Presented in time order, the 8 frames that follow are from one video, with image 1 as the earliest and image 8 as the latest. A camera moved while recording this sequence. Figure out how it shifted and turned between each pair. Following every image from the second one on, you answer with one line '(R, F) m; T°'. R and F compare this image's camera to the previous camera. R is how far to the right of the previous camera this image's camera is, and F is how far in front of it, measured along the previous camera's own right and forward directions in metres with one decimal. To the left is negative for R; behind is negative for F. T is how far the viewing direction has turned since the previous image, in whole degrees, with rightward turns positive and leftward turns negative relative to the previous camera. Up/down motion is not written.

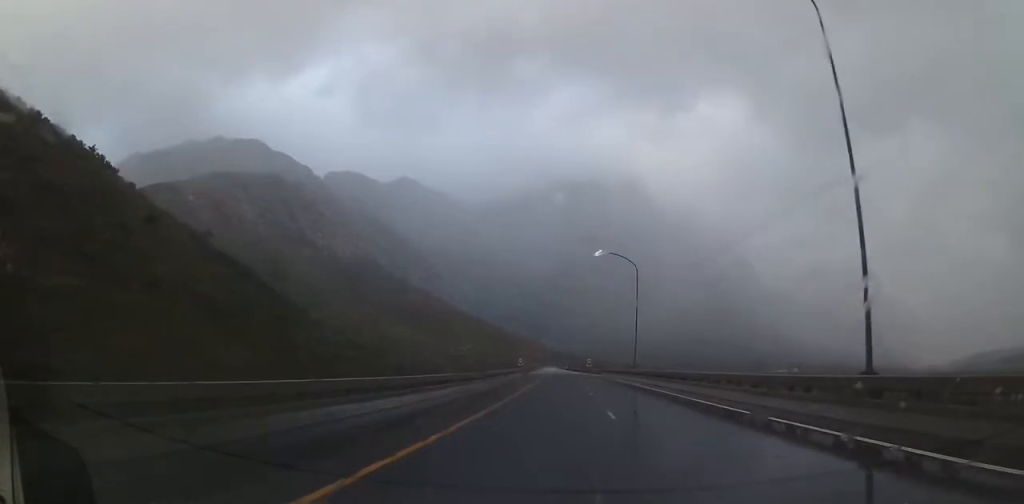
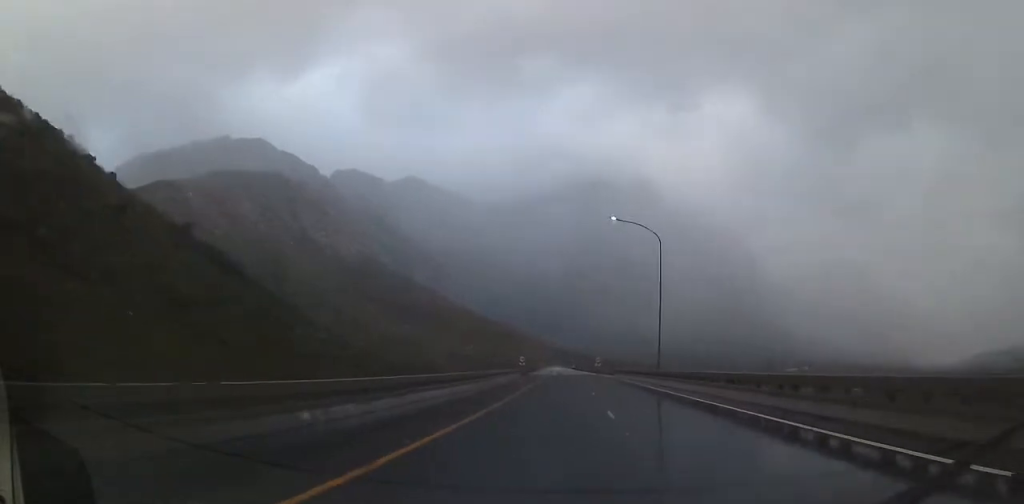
(0.0, +12.1) m; 0°
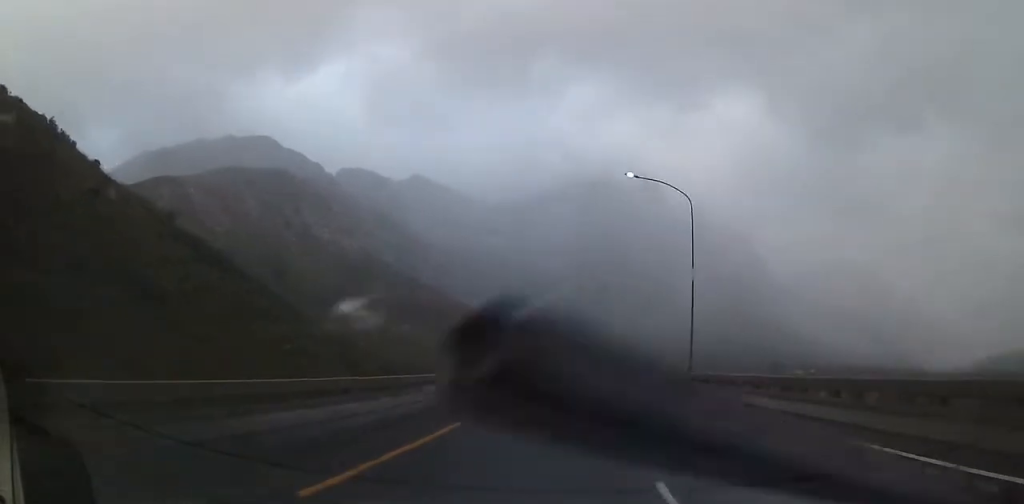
(+0.1, +10.5) m; -1°
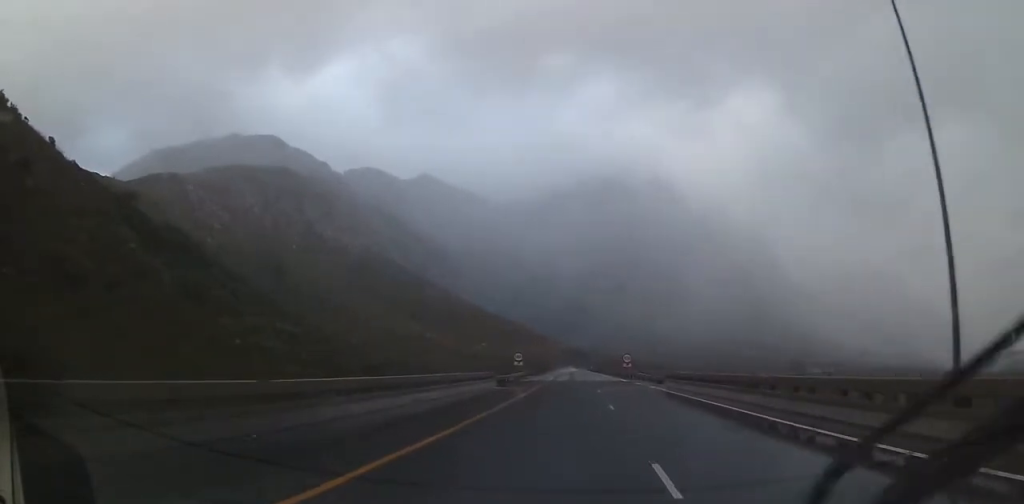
(-0.3, +22.7) m; -2°
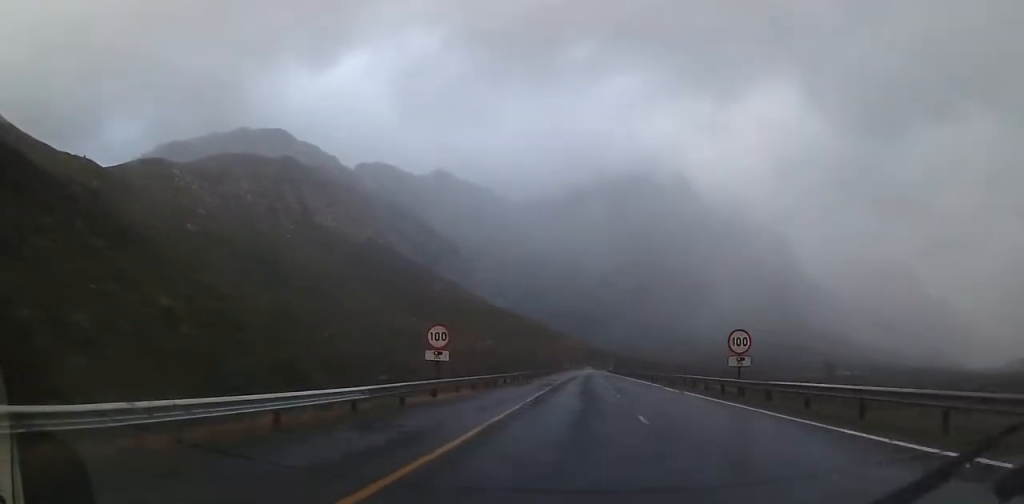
(-0.8, +48.9) m; -1°
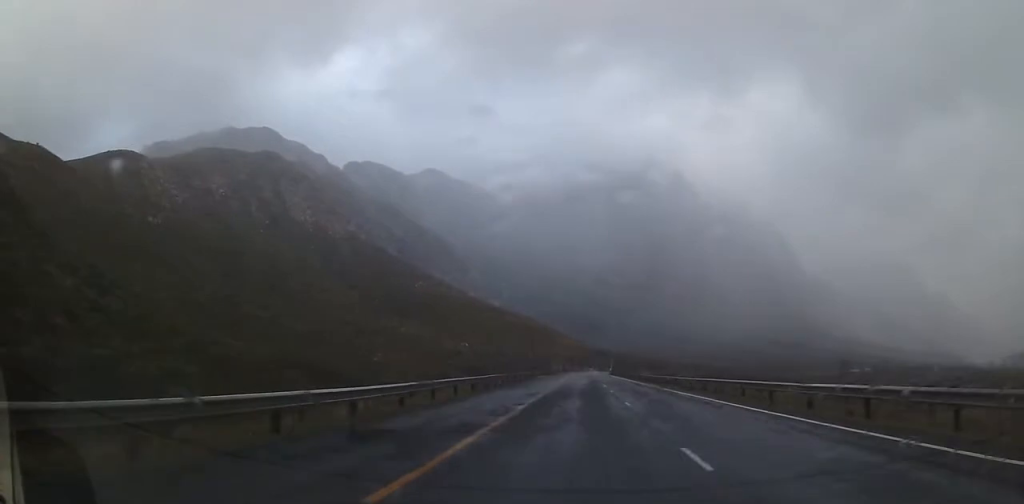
(0.0, +42.2) m; 0°
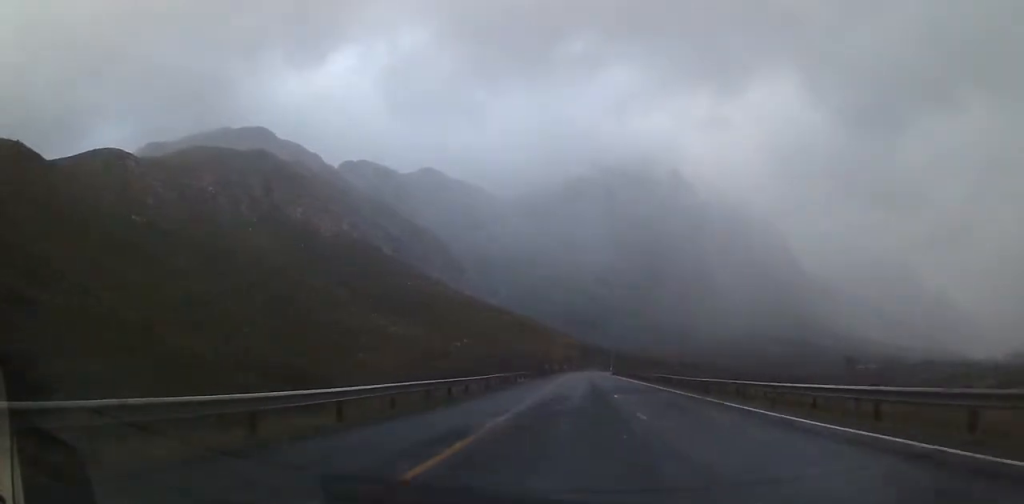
(0.0, +15.9) m; 0°
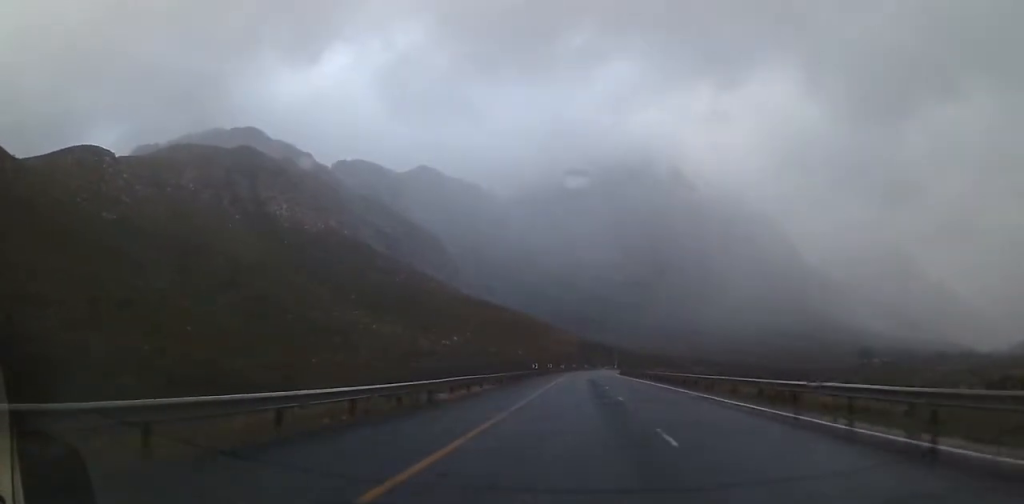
(0.0, +29.2) m; +3°
